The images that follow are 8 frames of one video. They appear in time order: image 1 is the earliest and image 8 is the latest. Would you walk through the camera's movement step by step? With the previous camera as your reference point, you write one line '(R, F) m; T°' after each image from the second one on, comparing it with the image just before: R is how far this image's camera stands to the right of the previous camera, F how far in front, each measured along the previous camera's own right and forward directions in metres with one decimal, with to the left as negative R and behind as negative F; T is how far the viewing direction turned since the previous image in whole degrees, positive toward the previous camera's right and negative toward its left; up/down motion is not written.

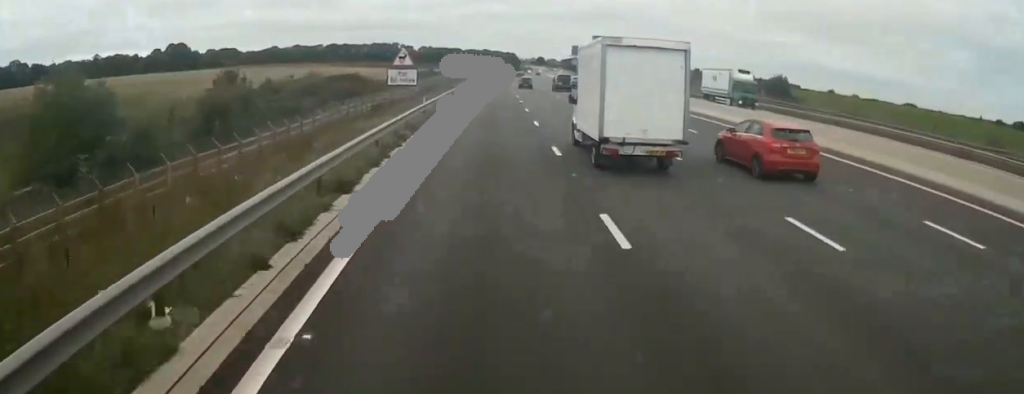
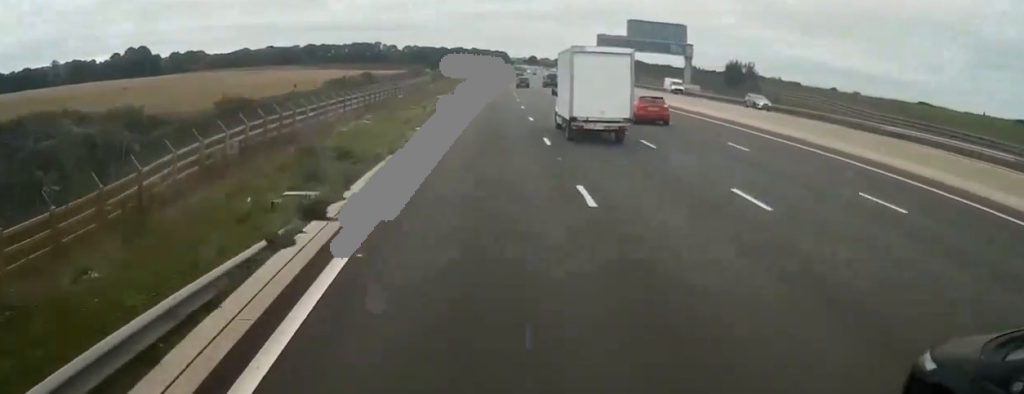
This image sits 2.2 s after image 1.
(+0.8, +51.7) m; +1°
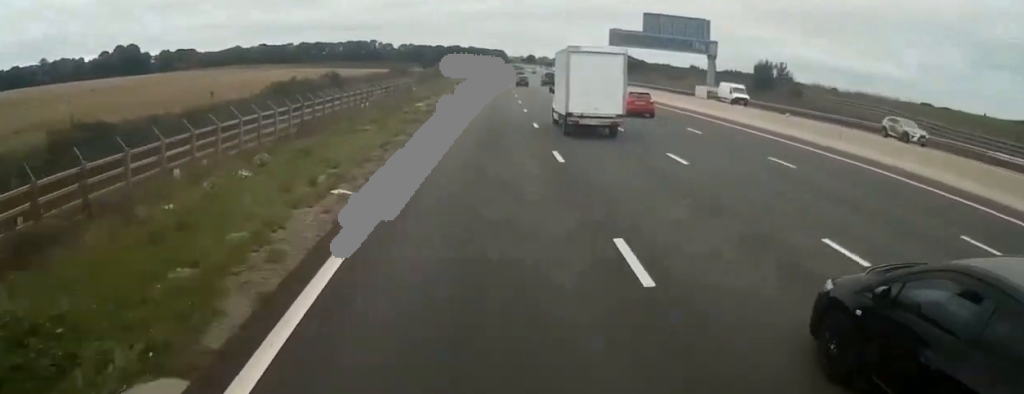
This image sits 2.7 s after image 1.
(0.0, +12.5) m; 0°
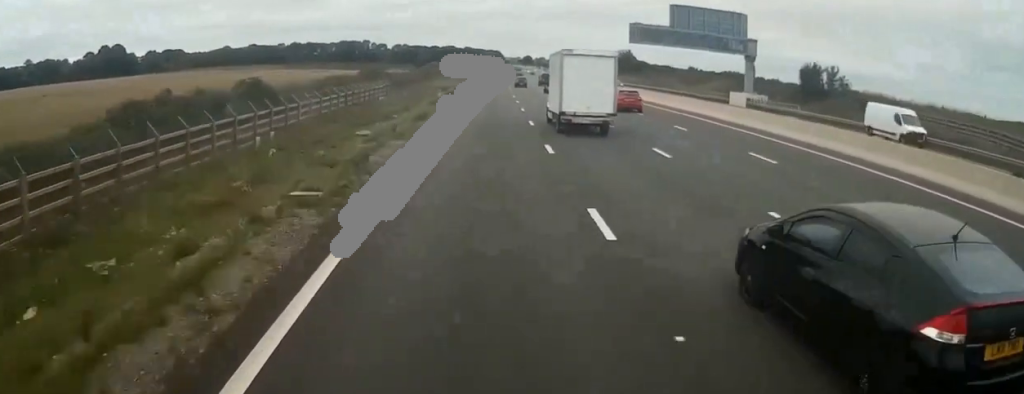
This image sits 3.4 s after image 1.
(0.0, +16.4) m; 0°
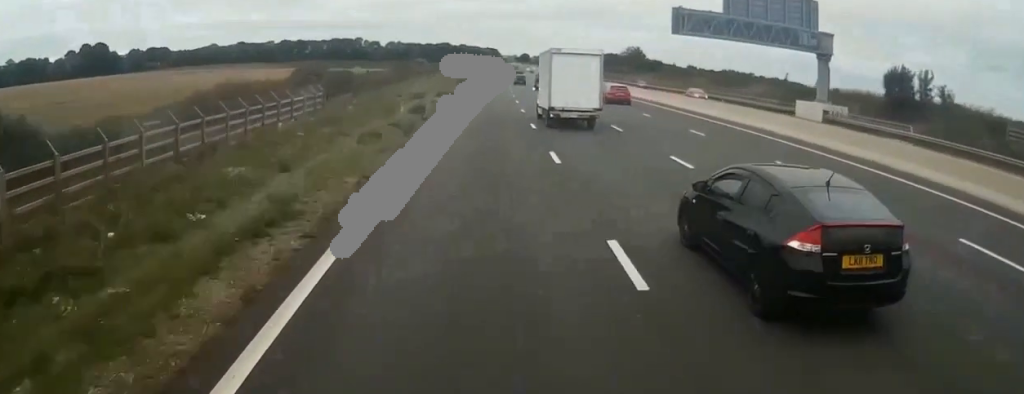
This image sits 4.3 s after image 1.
(0.0, +20.4) m; 0°
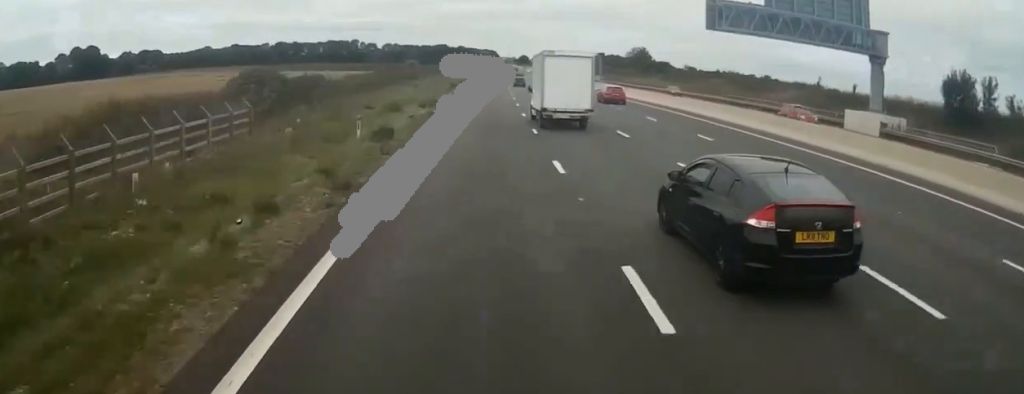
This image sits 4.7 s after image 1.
(0.0, +10.2) m; 0°
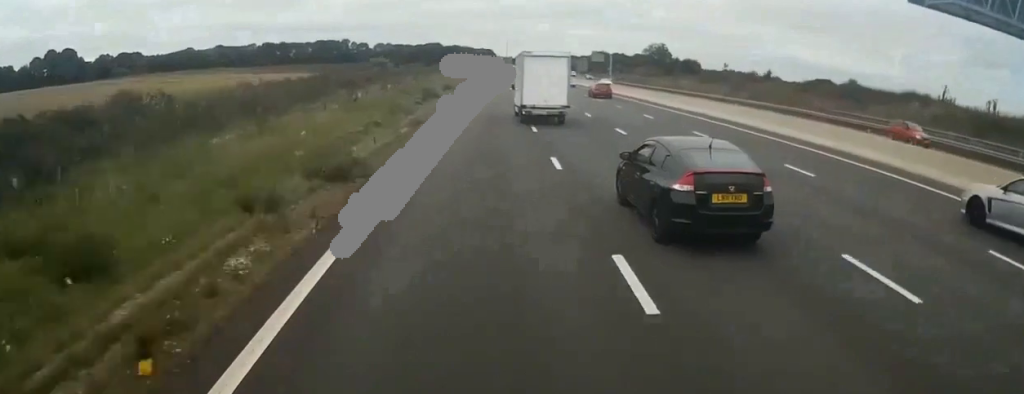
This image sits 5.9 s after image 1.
(0.0, +26.7) m; 0°
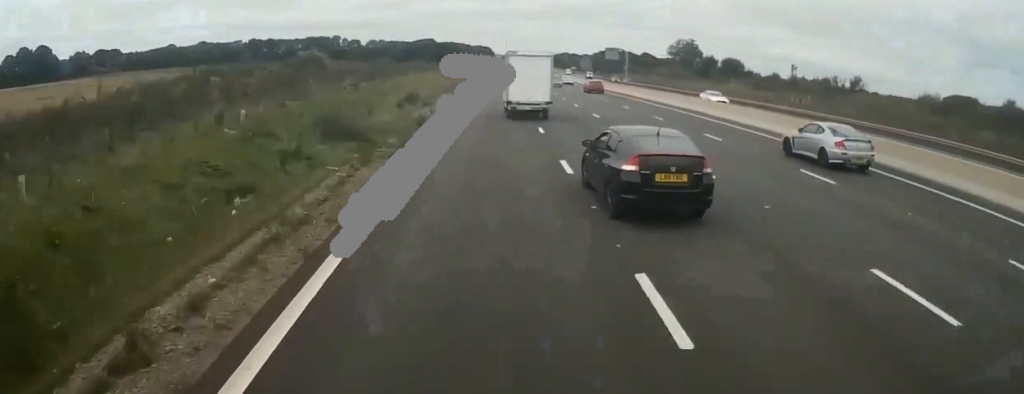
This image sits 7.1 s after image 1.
(+0.1, +28.2) m; +1°
